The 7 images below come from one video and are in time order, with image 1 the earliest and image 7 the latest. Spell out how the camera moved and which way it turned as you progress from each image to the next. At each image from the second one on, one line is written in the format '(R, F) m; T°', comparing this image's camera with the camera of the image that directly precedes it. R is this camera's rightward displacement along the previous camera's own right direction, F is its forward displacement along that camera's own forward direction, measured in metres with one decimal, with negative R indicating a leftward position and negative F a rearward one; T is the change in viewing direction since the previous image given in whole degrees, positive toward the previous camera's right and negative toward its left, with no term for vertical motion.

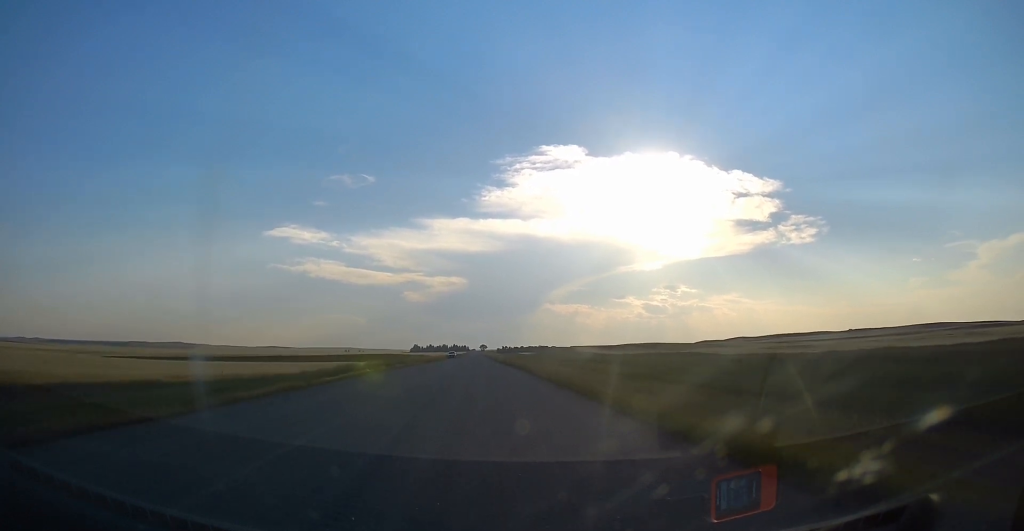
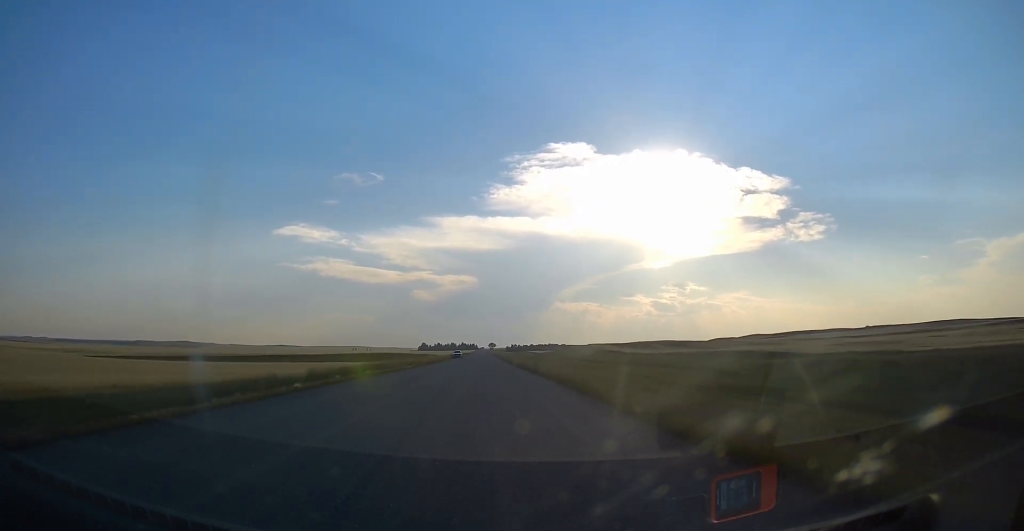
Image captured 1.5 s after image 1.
(+0.5, +18.6) m; +1°
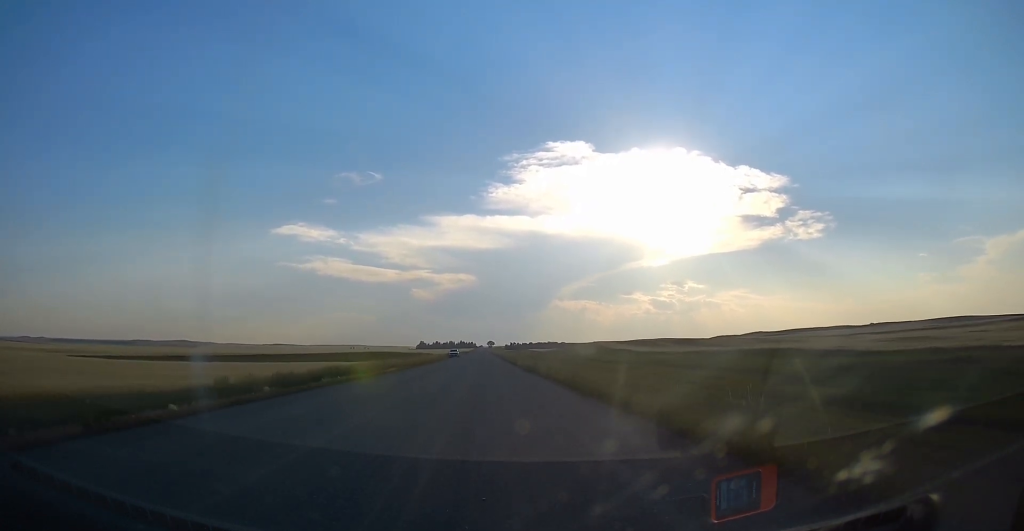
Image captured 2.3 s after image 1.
(-0.2, +10.7) m; -1°
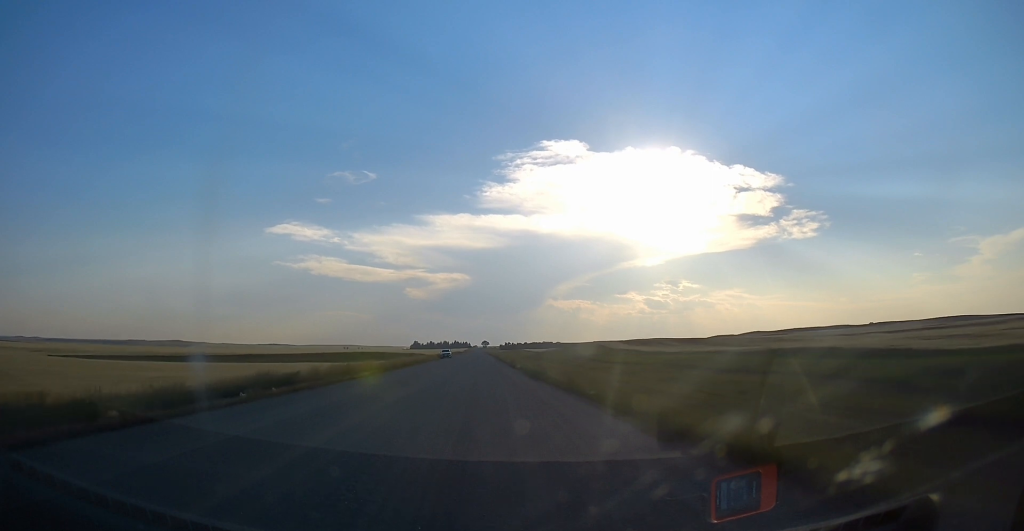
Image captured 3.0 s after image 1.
(-0.1, +9.5) m; -1°
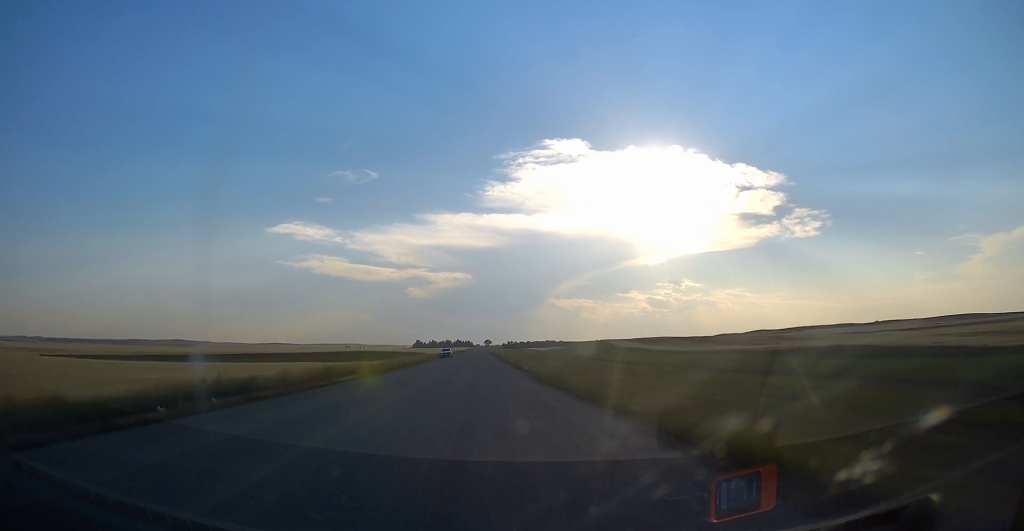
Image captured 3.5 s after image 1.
(0.0, +5.6) m; 0°
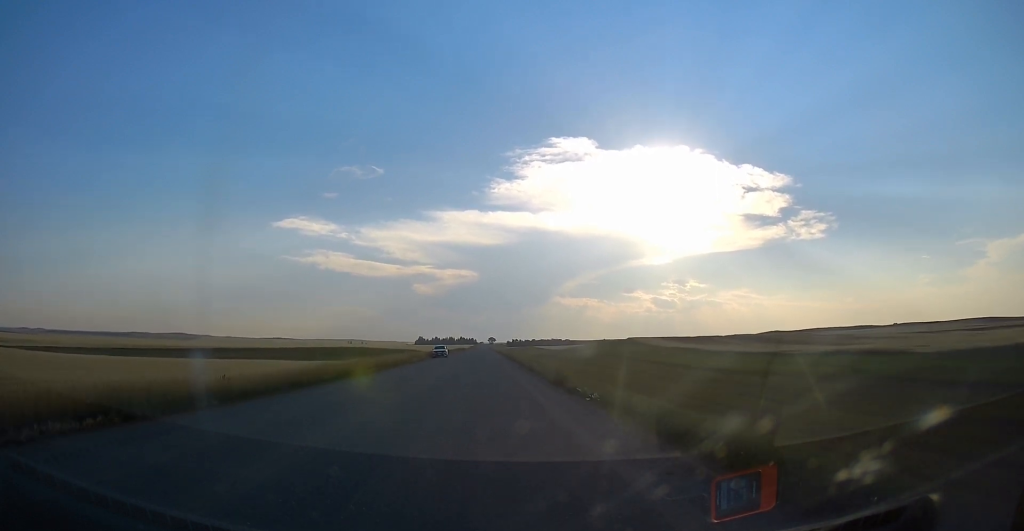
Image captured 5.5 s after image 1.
(0.0, +26.9) m; 0°
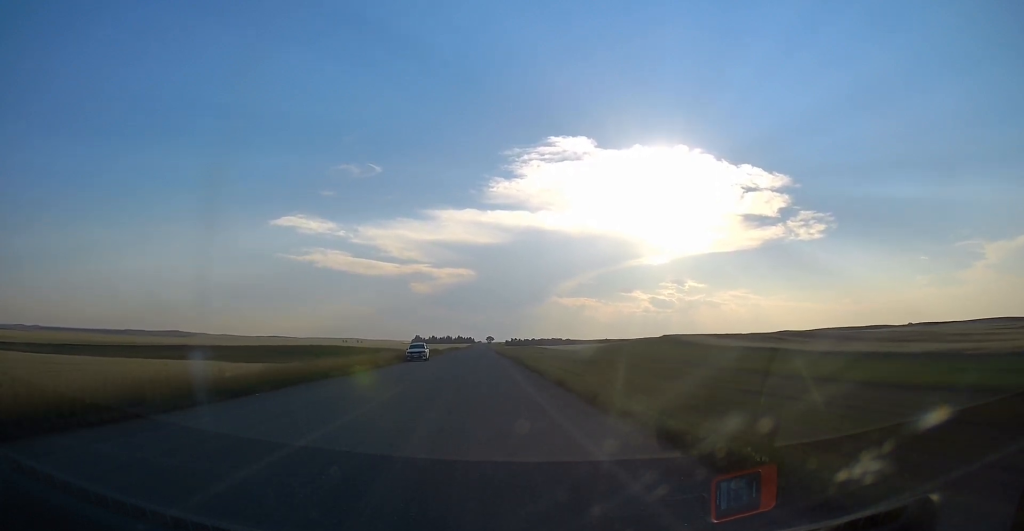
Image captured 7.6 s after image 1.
(0.0, +28.0) m; +2°
